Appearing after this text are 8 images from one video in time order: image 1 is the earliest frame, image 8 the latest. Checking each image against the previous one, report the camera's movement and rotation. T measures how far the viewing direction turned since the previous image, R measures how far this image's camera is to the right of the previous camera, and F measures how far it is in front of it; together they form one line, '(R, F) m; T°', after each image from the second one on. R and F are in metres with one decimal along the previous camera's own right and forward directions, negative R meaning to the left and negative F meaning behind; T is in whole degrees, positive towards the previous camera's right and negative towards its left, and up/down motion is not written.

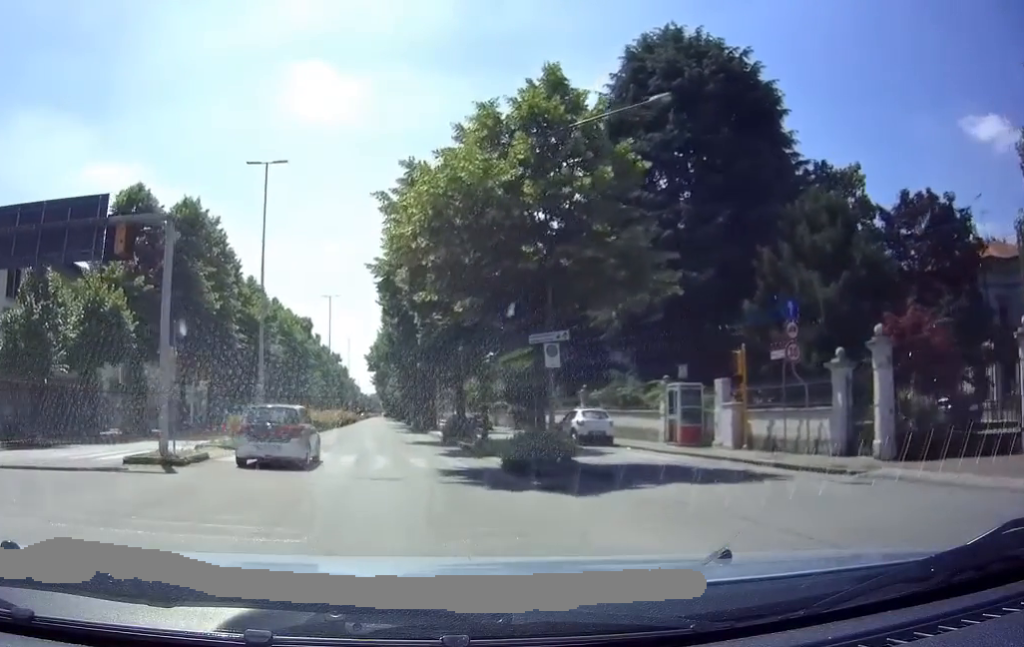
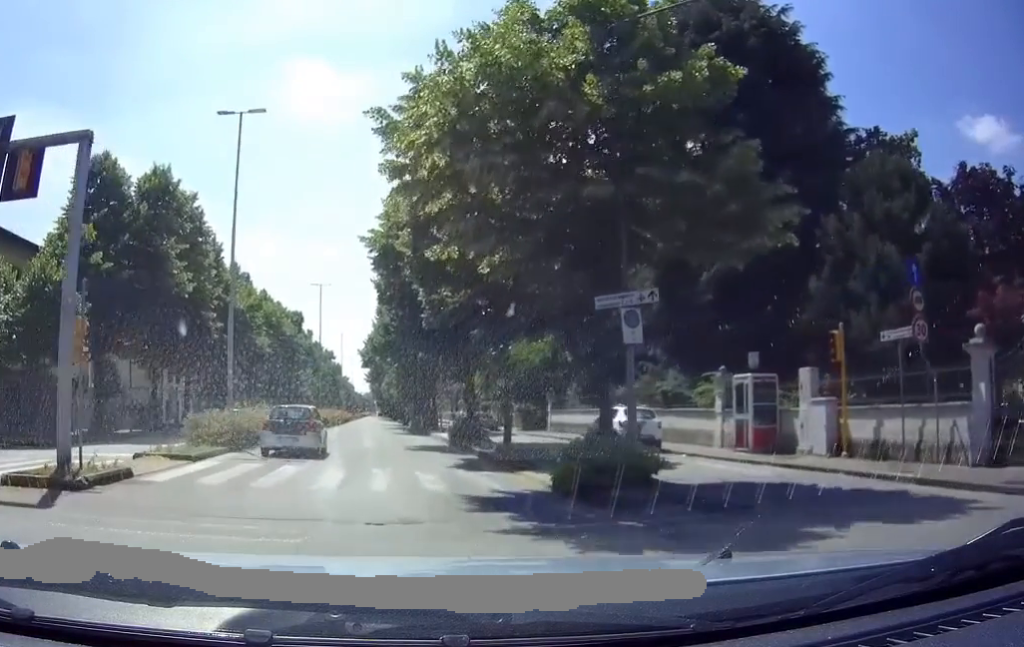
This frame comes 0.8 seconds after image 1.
(-0.1, +4.7) m; -1°
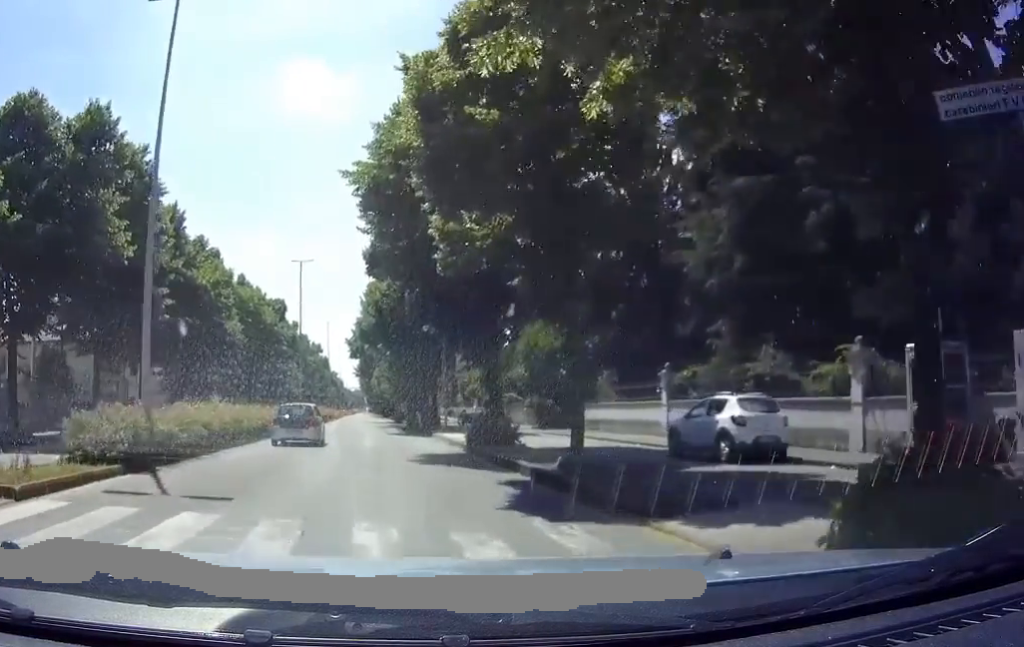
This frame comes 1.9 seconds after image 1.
(+0.1, +7.4) m; +2°
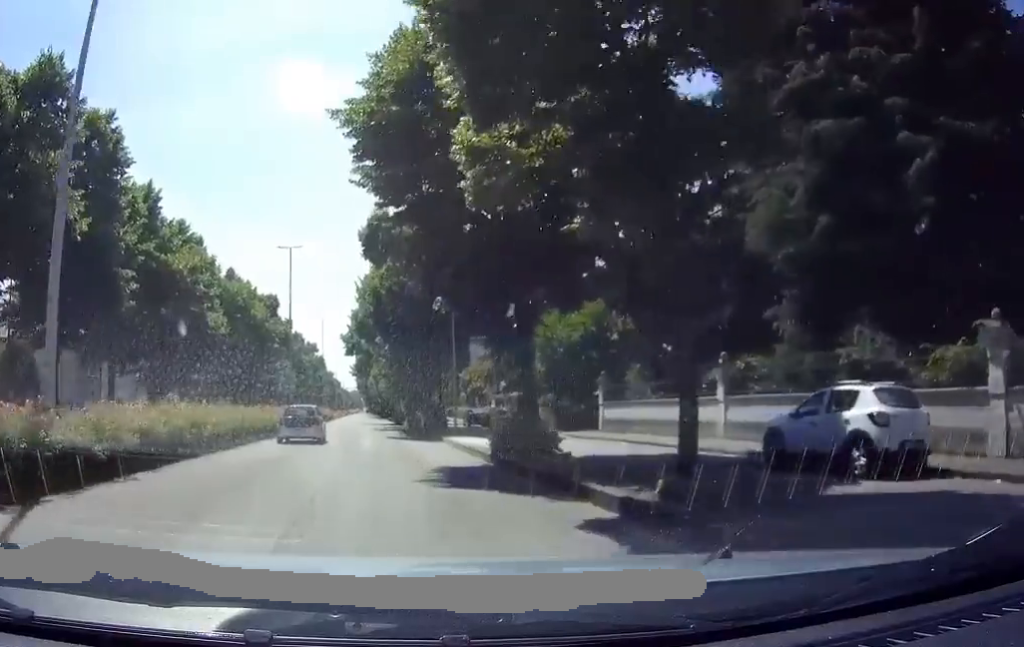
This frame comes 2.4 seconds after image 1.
(+0.1, +4.2) m; +1°
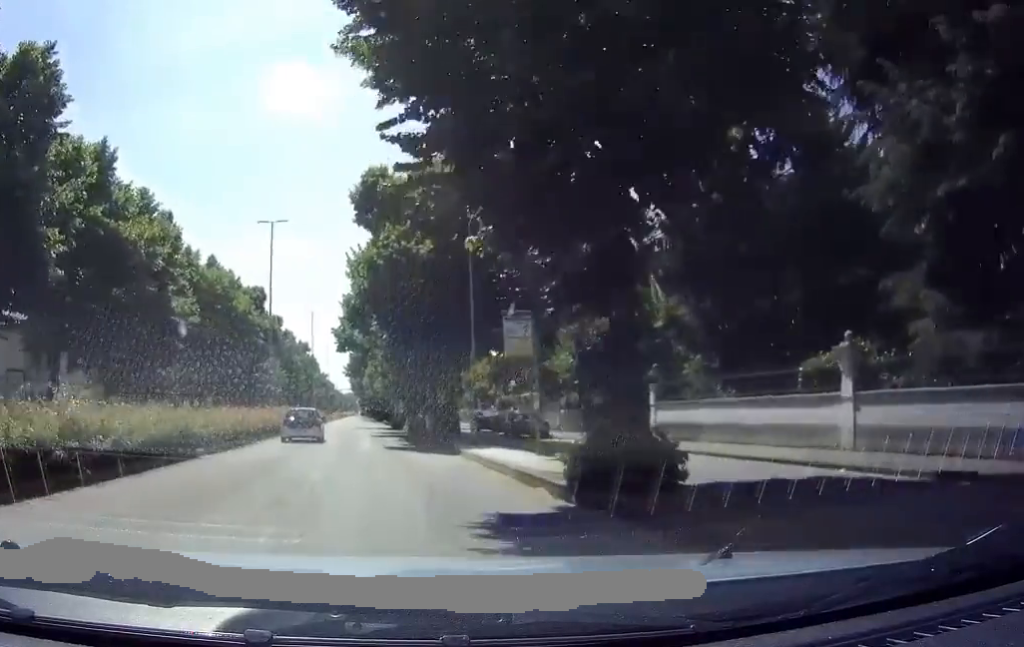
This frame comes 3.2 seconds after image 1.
(+0.1, +6.3) m; 0°
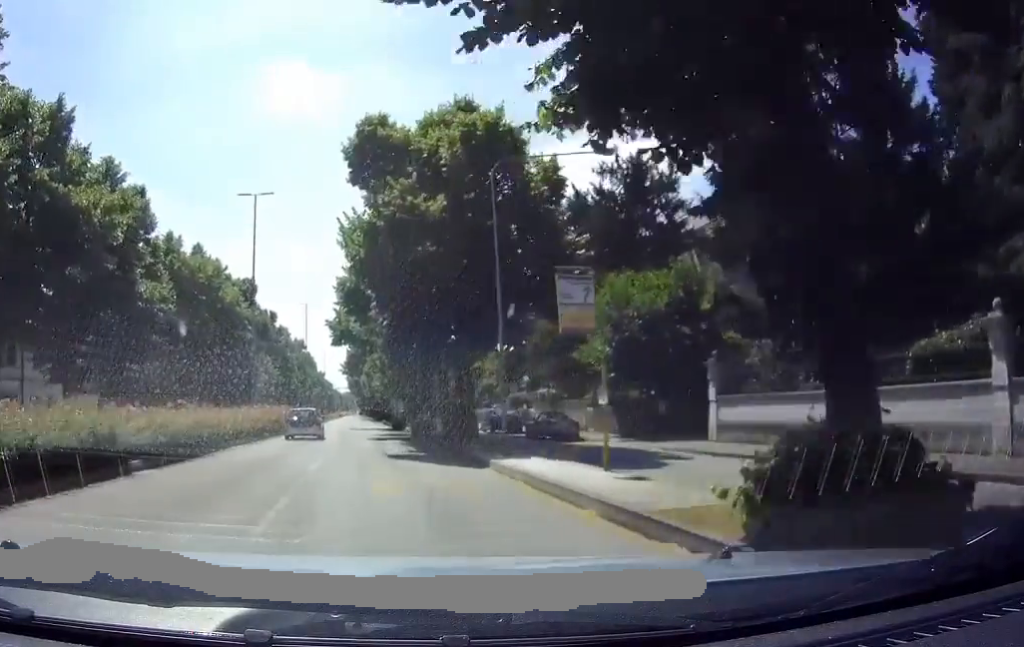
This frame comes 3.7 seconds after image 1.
(0.0, +5.0) m; 0°
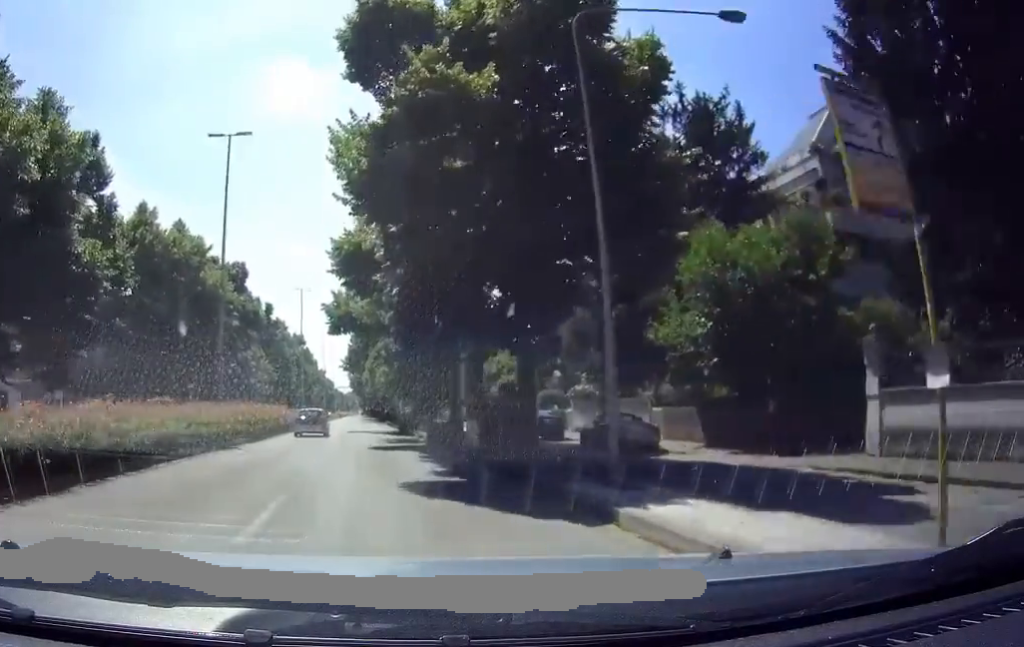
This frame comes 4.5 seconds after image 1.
(0.0, +7.2) m; 0°
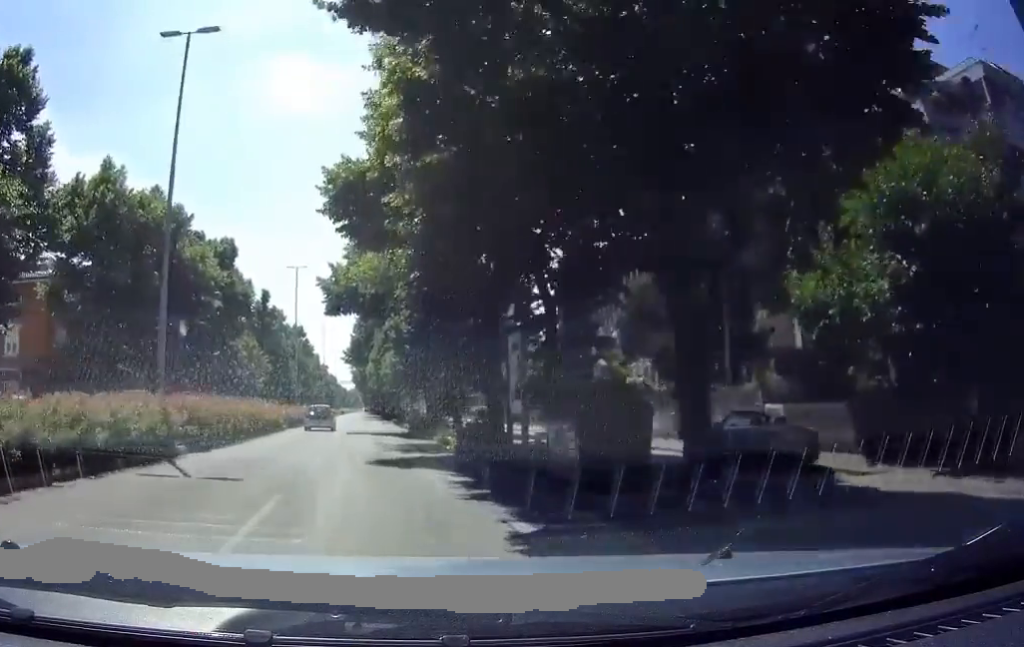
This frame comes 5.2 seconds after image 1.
(0.0, +7.2) m; 0°
